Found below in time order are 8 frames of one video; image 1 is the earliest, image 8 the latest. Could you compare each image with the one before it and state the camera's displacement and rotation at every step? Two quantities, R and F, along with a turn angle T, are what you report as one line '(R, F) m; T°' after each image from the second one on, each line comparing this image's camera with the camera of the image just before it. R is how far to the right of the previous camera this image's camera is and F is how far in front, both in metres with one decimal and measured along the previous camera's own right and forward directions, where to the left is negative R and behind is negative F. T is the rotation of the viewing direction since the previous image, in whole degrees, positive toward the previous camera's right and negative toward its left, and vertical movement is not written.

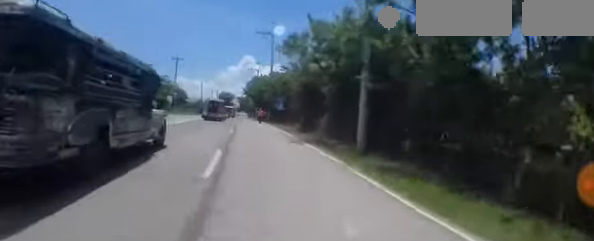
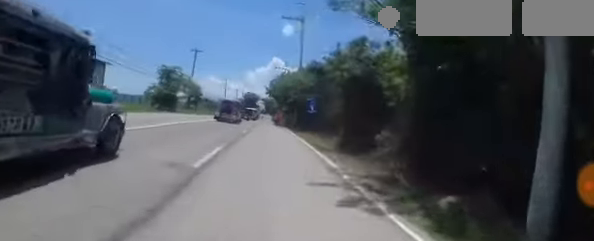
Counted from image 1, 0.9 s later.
(-0.2, +9.7) m; -3°
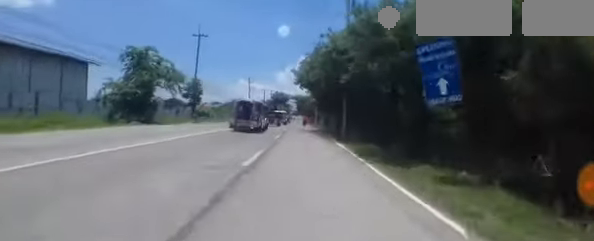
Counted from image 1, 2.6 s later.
(-0.8, +19.1) m; -3°
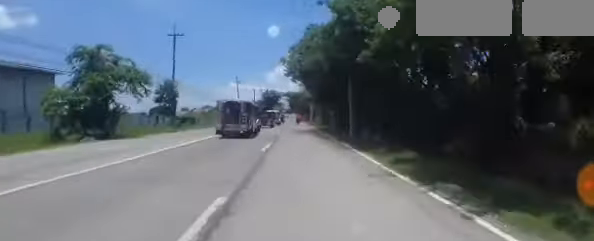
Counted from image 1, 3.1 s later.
(0.0, +6.4) m; 0°
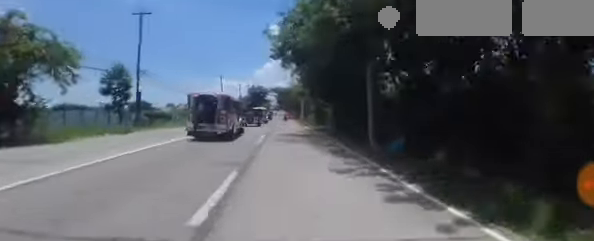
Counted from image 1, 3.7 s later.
(0.0, +7.9) m; +1°
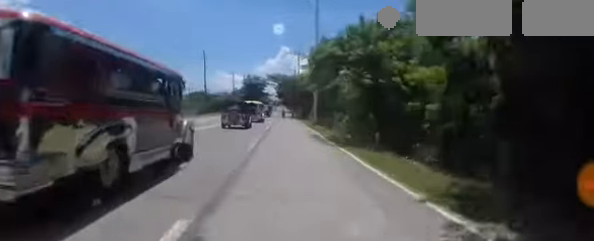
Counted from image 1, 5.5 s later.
(+0.7, +24.4) m; +2°
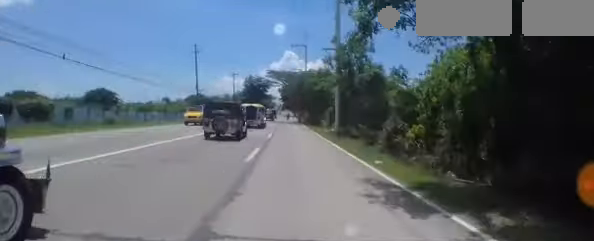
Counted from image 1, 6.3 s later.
(0.0, +12.4) m; -1°
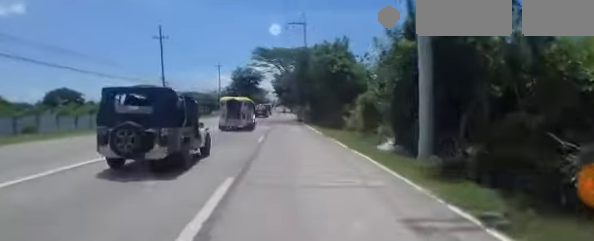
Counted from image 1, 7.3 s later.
(-0.2, +17.1) m; -1°
